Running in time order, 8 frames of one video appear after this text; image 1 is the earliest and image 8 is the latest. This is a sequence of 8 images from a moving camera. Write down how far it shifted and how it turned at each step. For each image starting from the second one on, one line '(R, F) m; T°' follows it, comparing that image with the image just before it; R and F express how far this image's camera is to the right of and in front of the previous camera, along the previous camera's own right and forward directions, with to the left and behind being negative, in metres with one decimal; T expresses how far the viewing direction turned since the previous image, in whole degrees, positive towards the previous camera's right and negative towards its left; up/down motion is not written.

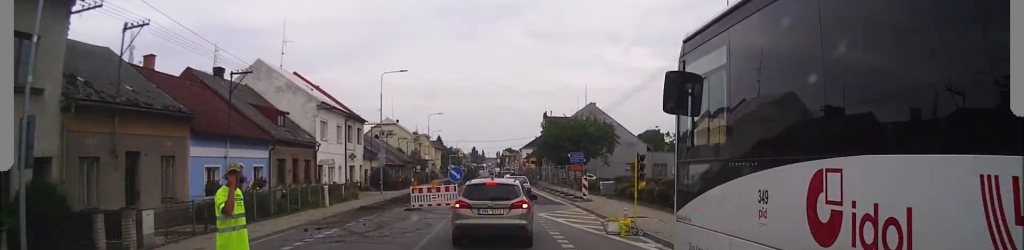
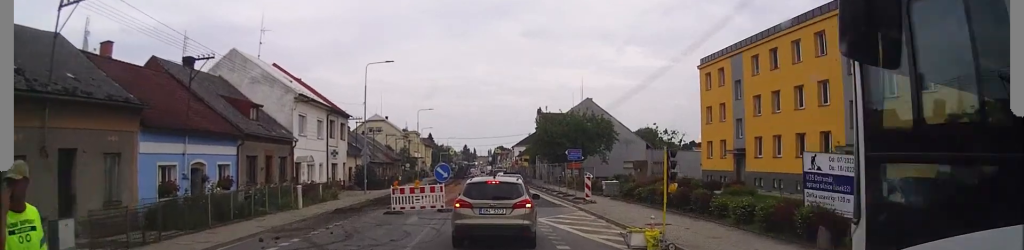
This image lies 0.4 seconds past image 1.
(+0.3, +3.6) m; 0°
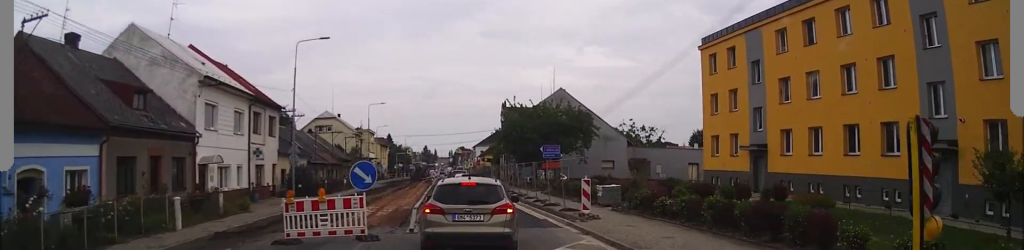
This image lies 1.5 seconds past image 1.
(+0.1, +9.7) m; +1°
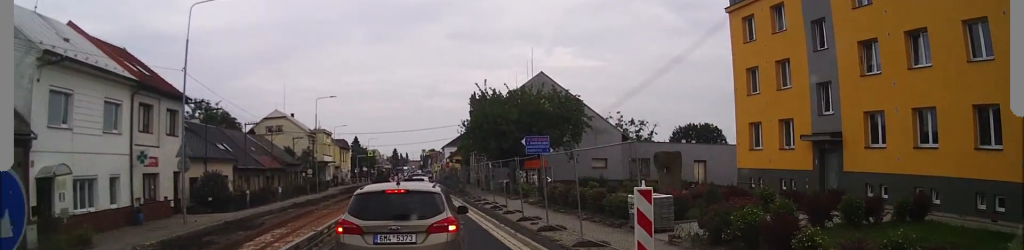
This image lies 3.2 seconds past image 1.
(+0.5, +11.8) m; +1°
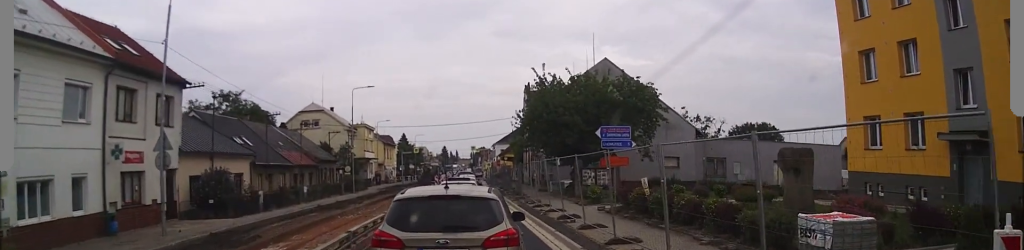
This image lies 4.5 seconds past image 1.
(-0.7, +6.4) m; -10°
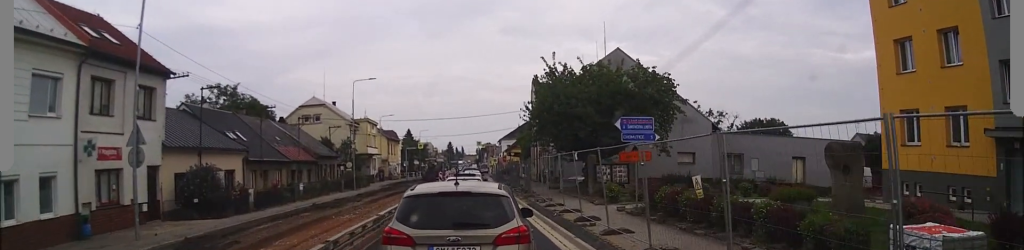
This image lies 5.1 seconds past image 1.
(-0.1, +2.3) m; -3°
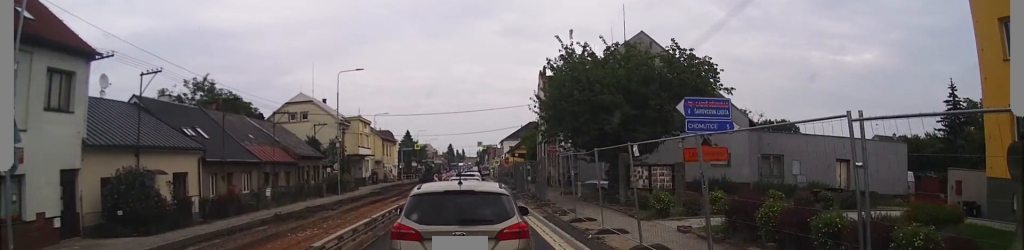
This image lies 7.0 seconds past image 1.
(0.0, +5.8) m; 0°
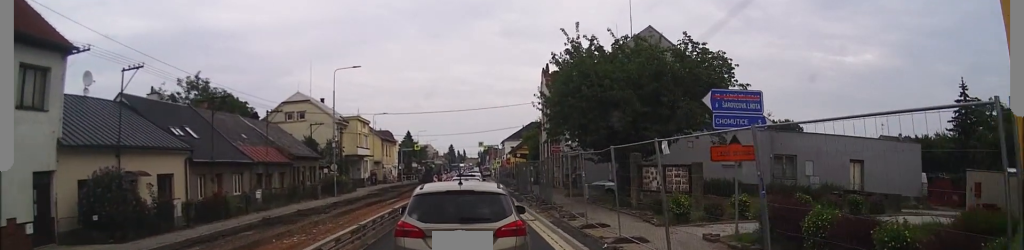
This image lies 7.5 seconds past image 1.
(0.0, +1.4) m; 0°
